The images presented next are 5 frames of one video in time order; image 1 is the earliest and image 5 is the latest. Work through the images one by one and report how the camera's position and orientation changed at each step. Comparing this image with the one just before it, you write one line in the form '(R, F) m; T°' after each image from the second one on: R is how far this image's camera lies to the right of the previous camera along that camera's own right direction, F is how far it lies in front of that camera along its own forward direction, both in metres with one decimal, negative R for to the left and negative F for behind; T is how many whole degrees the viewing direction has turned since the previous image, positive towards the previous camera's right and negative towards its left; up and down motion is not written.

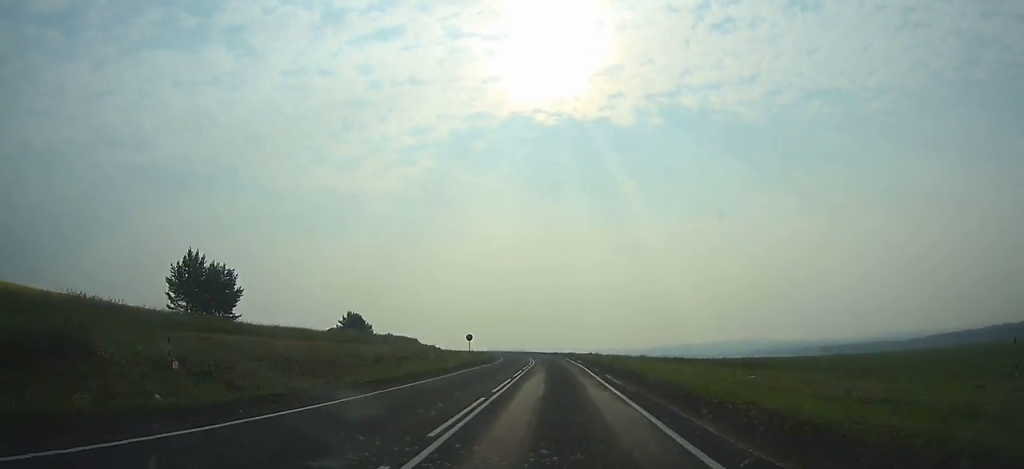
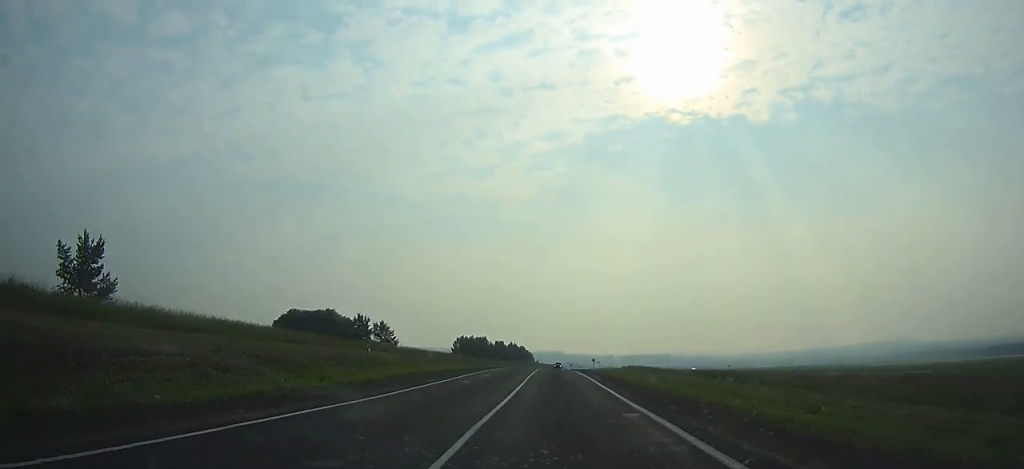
(-7.5, +130.4) m; -8°
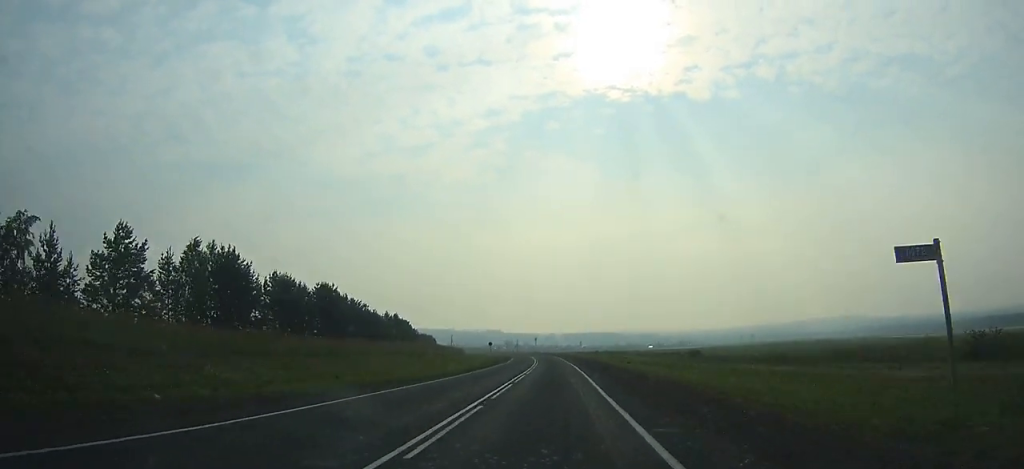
(-0.8, +168.2) m; +1°
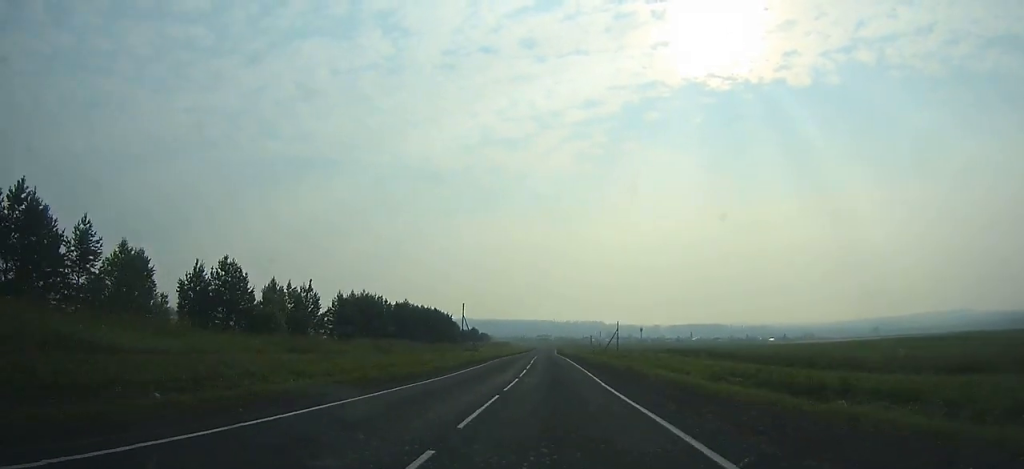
(-3.8, +135.1) m; -6°
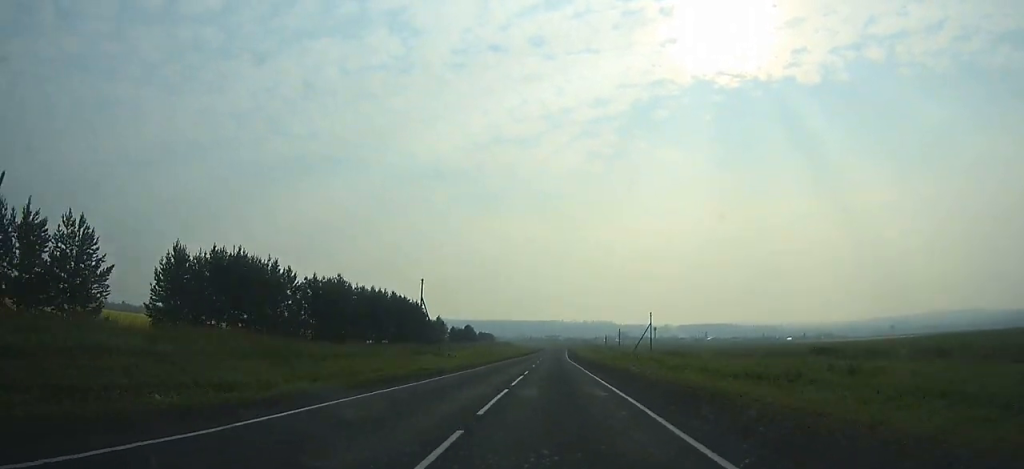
(-1.7, +37.8) m; -1°
